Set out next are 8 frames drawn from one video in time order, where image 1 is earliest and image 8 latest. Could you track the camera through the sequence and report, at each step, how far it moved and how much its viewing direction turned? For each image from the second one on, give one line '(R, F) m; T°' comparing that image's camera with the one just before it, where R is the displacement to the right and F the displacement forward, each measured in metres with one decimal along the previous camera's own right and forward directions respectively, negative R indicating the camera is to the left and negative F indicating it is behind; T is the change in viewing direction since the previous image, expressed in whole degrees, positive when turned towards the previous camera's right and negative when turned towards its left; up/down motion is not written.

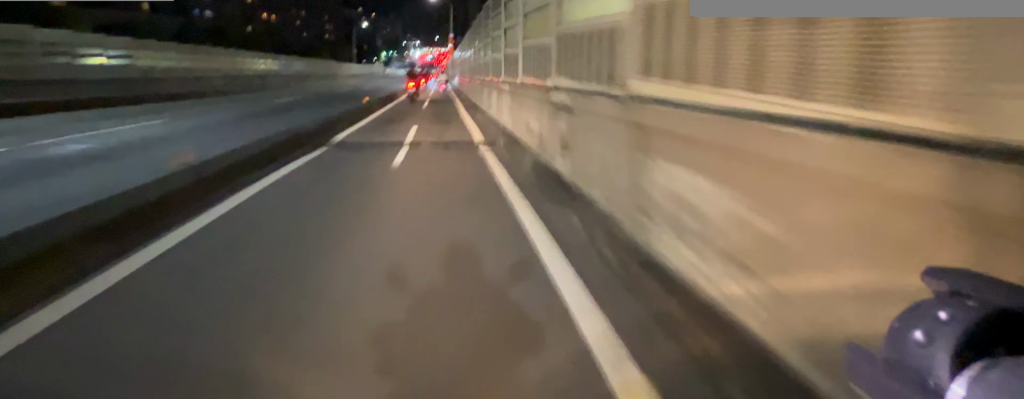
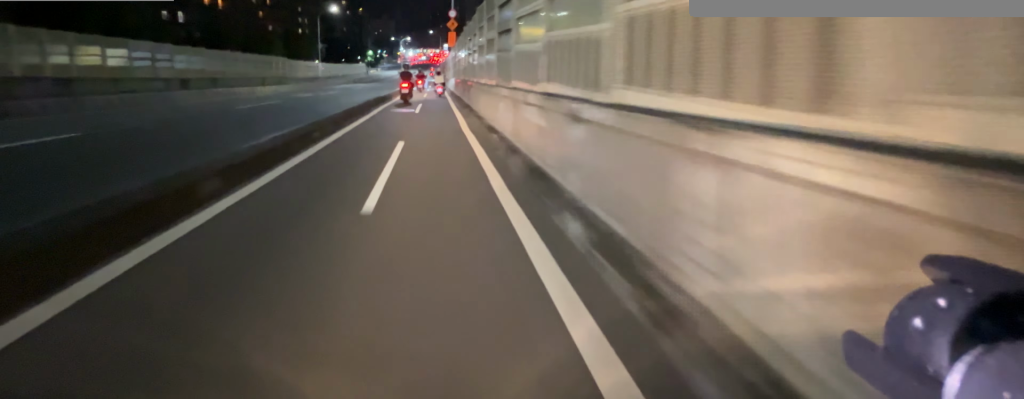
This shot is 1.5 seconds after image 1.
(+0.3, +22.2) m; 0°
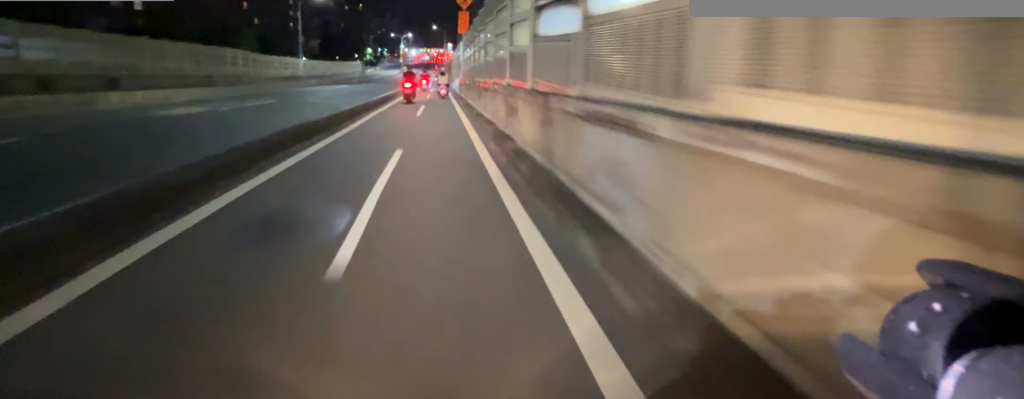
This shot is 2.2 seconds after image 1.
(-0.2, +10.8) m; -1°
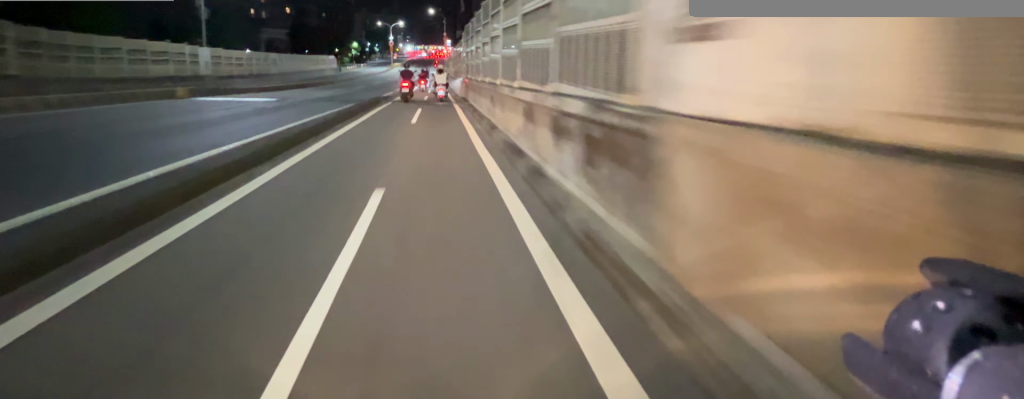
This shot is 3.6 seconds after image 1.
(-0.1, +20.0) m; 0°
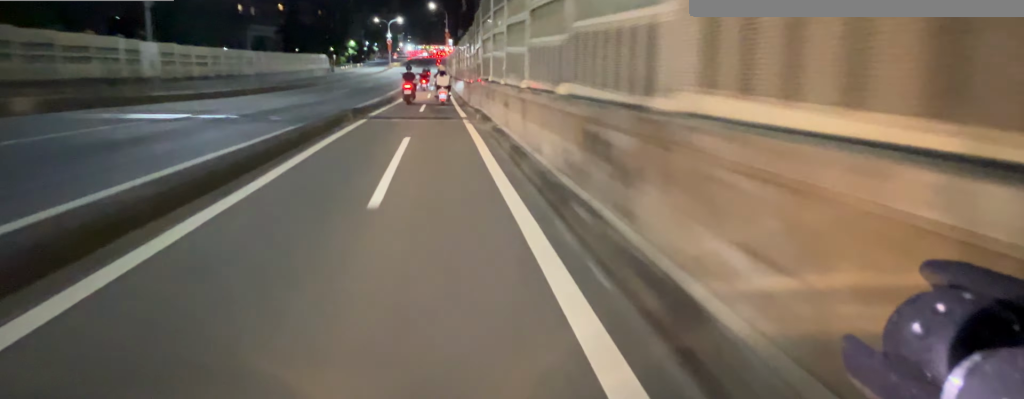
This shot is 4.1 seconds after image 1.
(0.0, +5.5) m; 0°
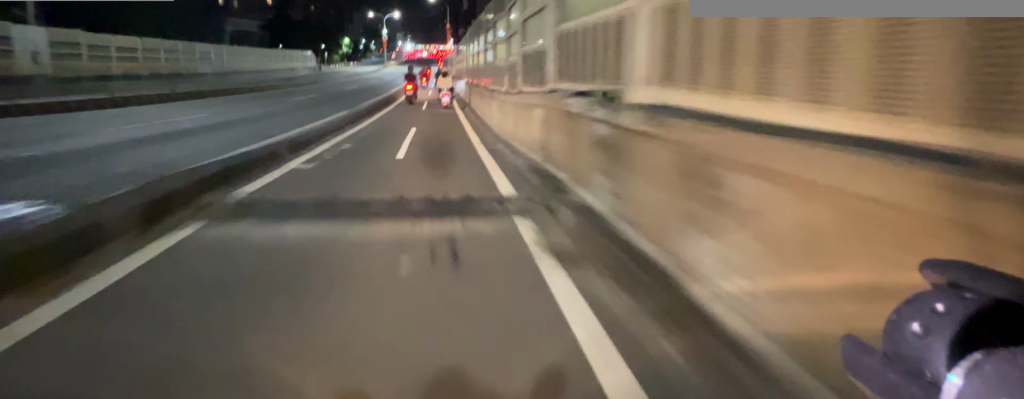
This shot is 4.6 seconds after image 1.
(0.0, +6.7) m; 0°
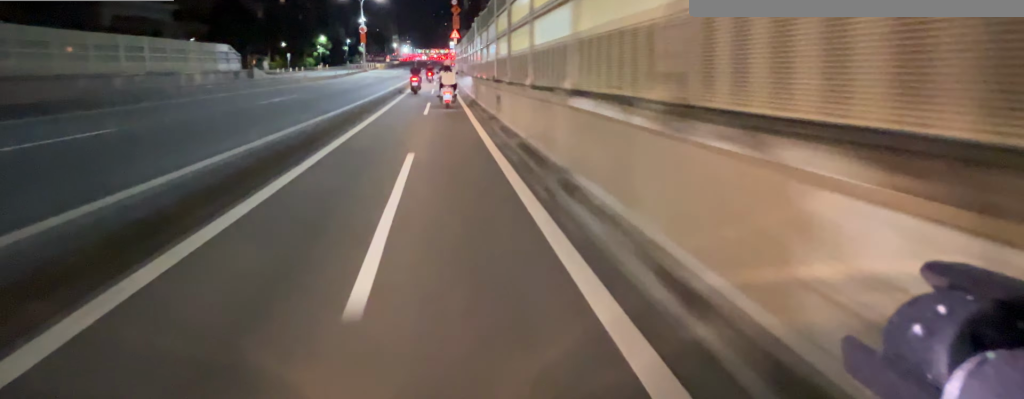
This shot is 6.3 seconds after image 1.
(0.0, +20.9) m; +1°
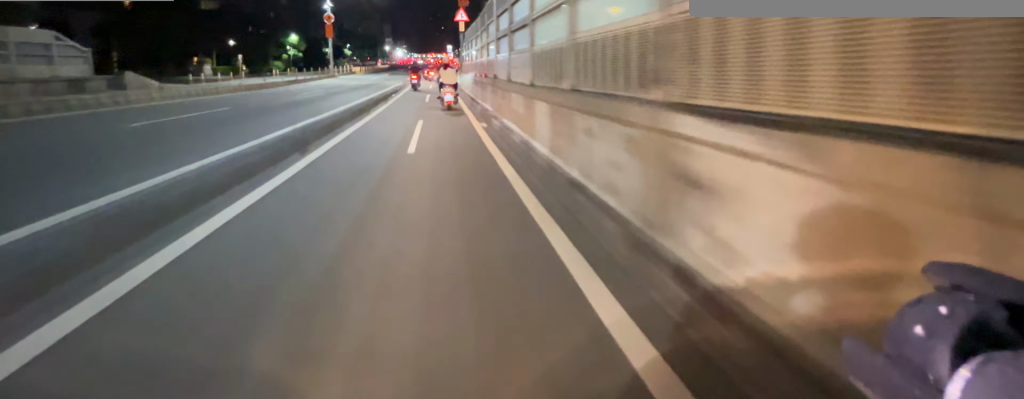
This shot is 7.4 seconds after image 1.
(+0.1, +16.6) m; 0°
